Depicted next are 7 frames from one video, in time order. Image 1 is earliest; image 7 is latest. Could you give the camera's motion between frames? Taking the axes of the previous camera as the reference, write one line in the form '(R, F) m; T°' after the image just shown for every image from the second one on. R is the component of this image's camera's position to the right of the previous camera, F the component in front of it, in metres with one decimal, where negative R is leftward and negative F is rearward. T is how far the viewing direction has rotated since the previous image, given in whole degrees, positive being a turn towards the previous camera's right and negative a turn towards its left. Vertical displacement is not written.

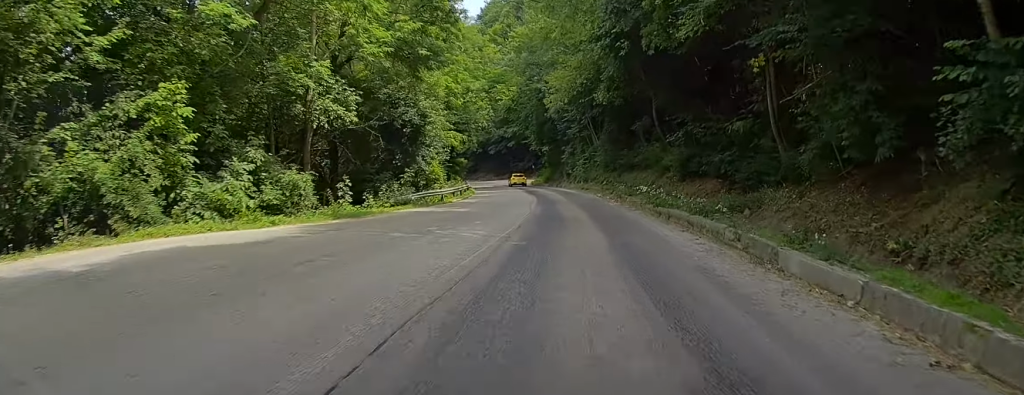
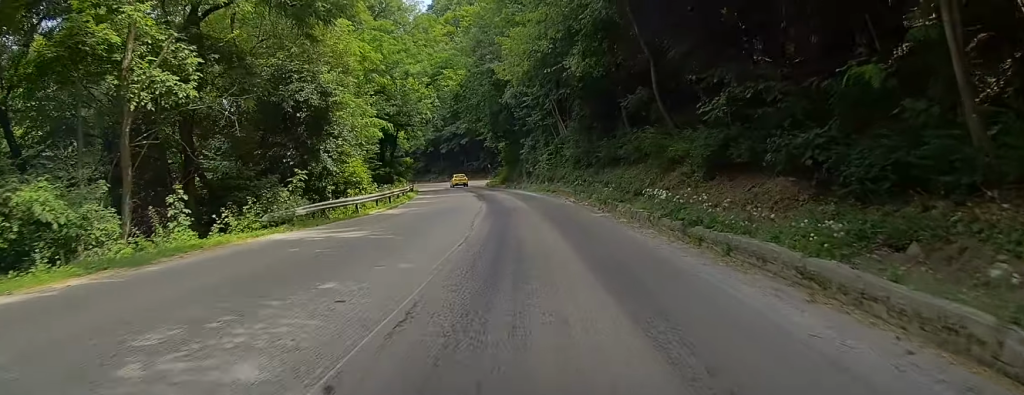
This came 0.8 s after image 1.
(+0.6, +9.8) m; +9°
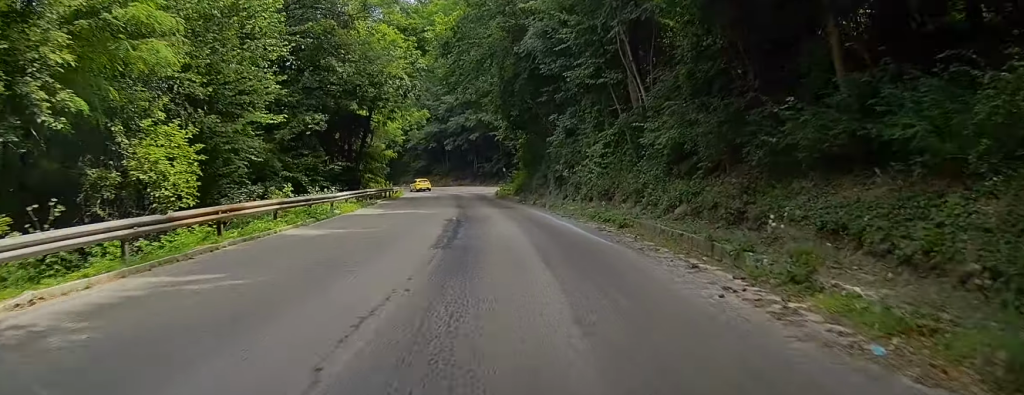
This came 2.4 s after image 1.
(+1.8, +22.3) m; +1°
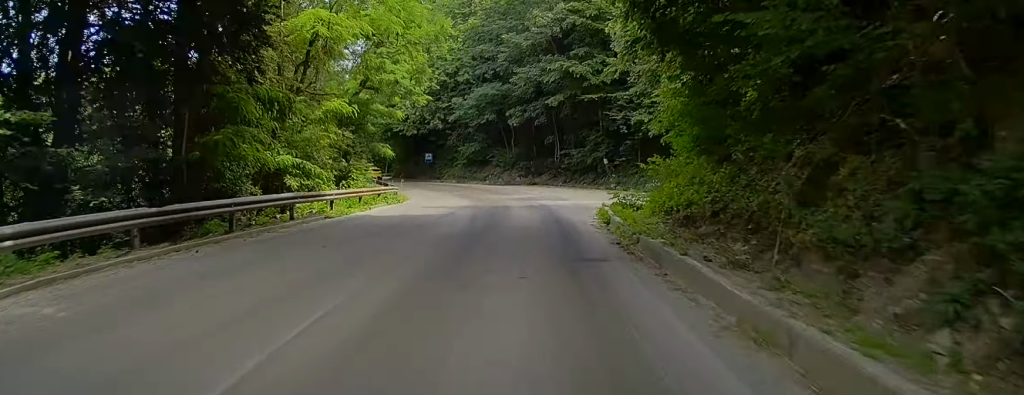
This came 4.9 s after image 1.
(-4.7, +36.2) m; -13°
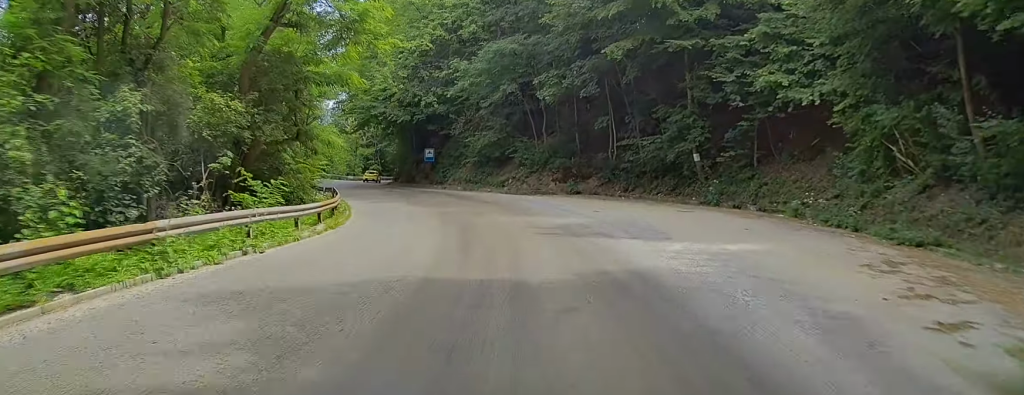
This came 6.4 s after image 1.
(-0.4, +21.8) m; -4°
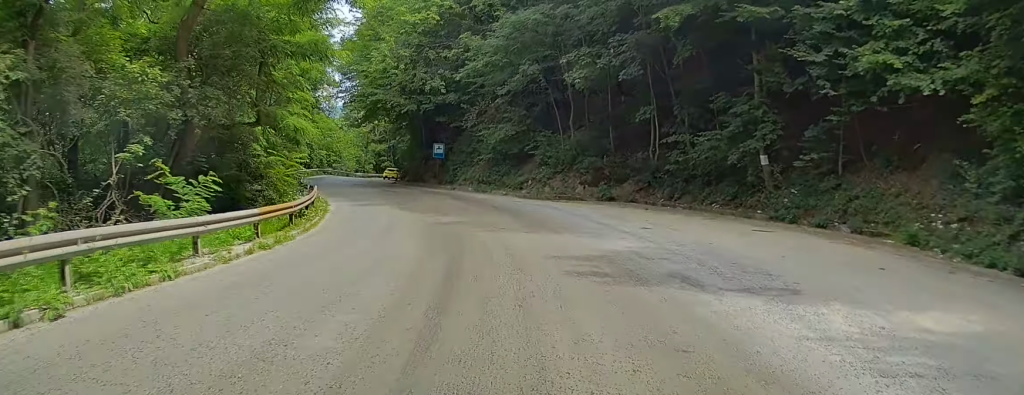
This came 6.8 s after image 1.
(+0.2, +7.2) m; -2°
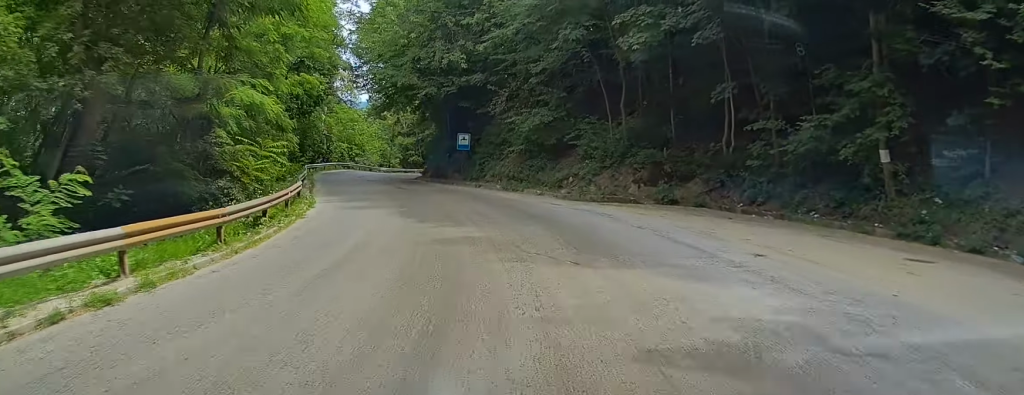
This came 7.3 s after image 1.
(-0.6, +7.1) m; -3°
